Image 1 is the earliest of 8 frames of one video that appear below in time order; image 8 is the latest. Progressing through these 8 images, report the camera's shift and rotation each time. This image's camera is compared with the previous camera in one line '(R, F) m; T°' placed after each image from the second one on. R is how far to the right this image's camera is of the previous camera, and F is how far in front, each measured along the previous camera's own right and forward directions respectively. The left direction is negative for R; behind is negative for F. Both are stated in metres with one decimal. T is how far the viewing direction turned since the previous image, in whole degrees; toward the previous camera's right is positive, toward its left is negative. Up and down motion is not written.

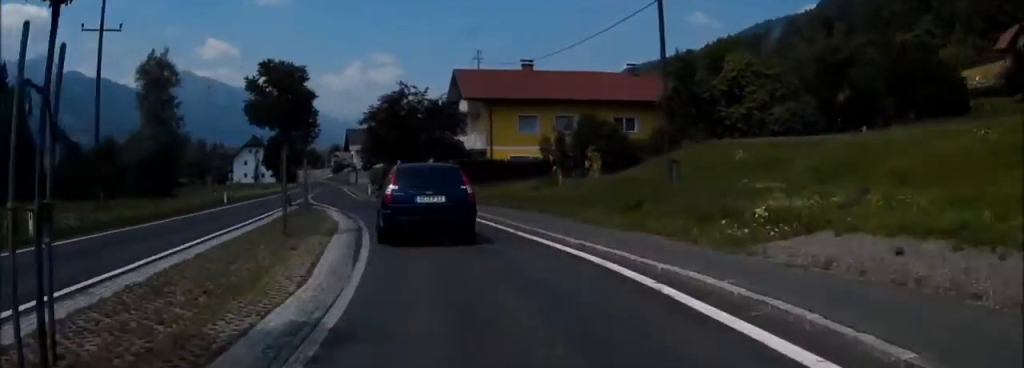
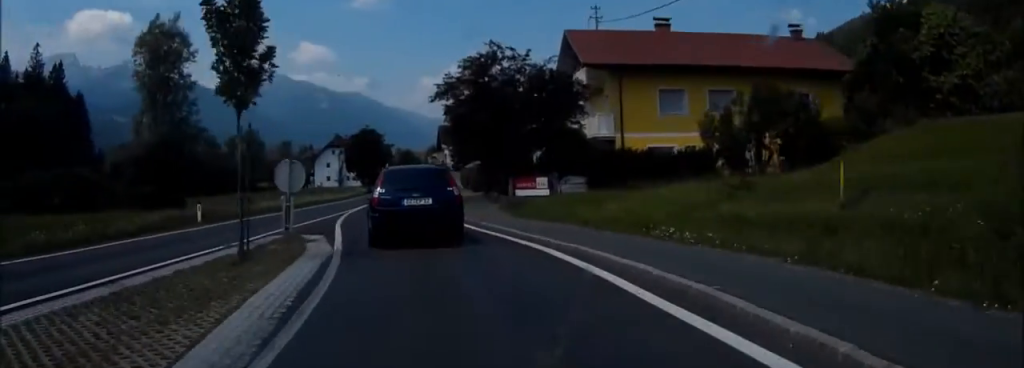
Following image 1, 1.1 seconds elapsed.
(-1.1, +16.7) m; -3°
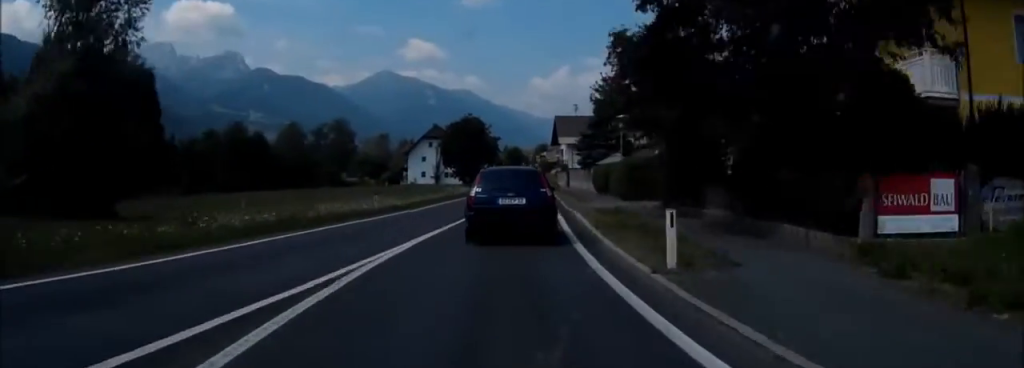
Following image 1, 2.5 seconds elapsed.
(-1.1, +22.9) m; -4°
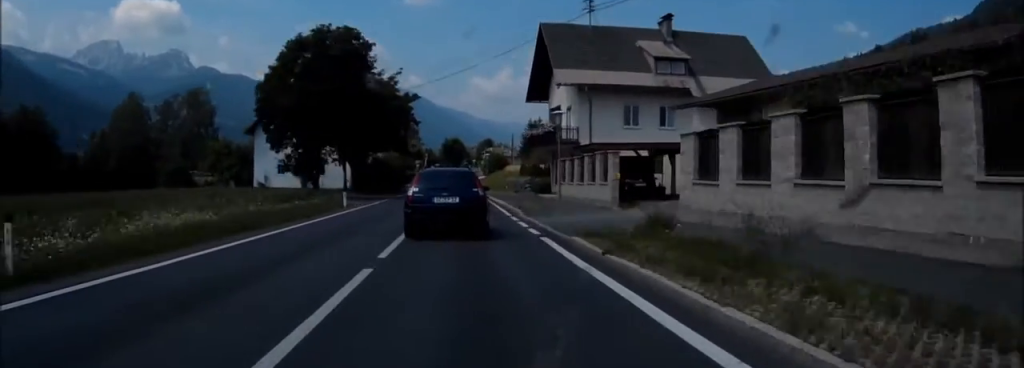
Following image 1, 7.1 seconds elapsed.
(-1.4, +70.2) m; -2°
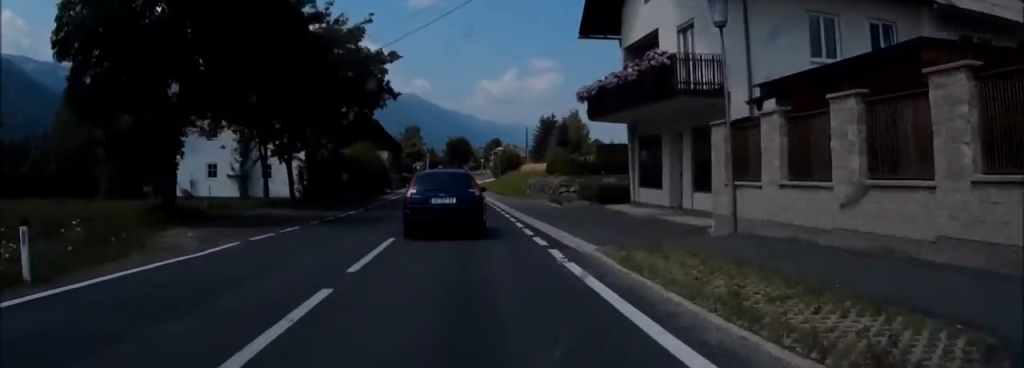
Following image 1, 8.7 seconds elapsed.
(-0.2, +24.2) m; -1°
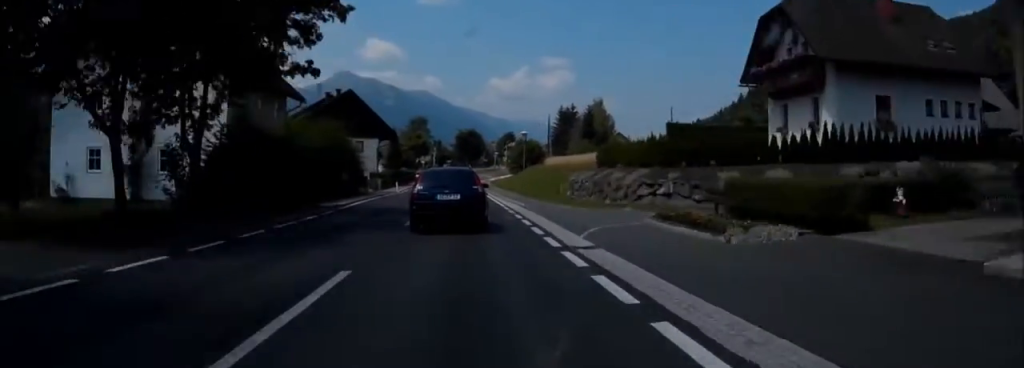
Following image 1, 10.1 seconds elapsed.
(+0.1, +21.1) m; -1°
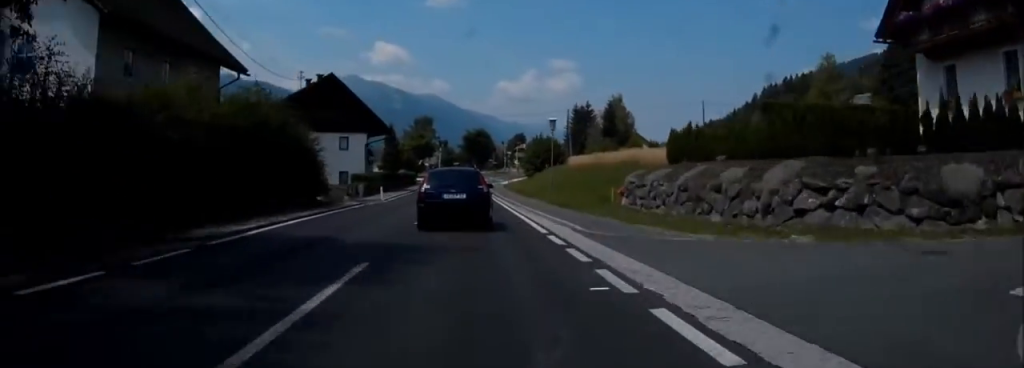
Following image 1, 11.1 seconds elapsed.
(-0.2, +14.1) m; 0°
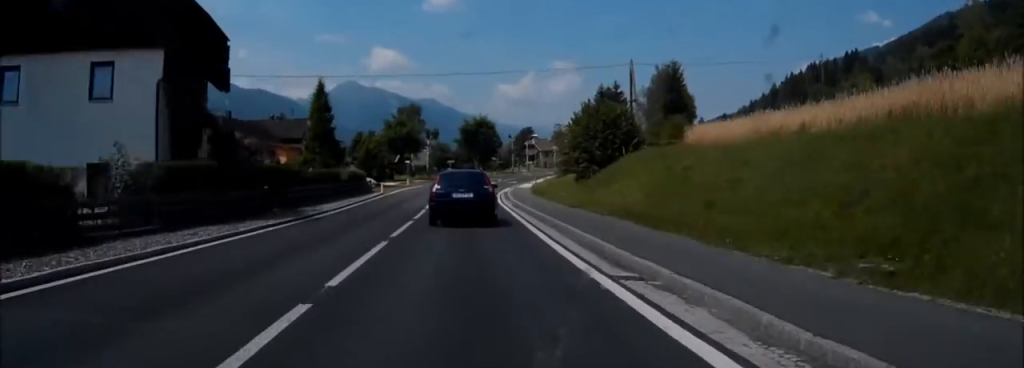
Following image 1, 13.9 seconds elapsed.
(+0.7, +42.4) m; +2°
